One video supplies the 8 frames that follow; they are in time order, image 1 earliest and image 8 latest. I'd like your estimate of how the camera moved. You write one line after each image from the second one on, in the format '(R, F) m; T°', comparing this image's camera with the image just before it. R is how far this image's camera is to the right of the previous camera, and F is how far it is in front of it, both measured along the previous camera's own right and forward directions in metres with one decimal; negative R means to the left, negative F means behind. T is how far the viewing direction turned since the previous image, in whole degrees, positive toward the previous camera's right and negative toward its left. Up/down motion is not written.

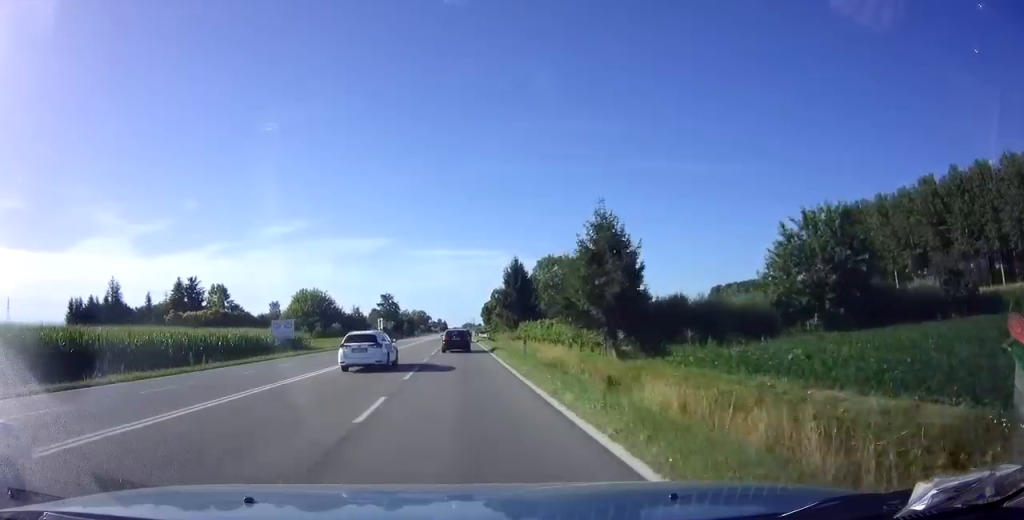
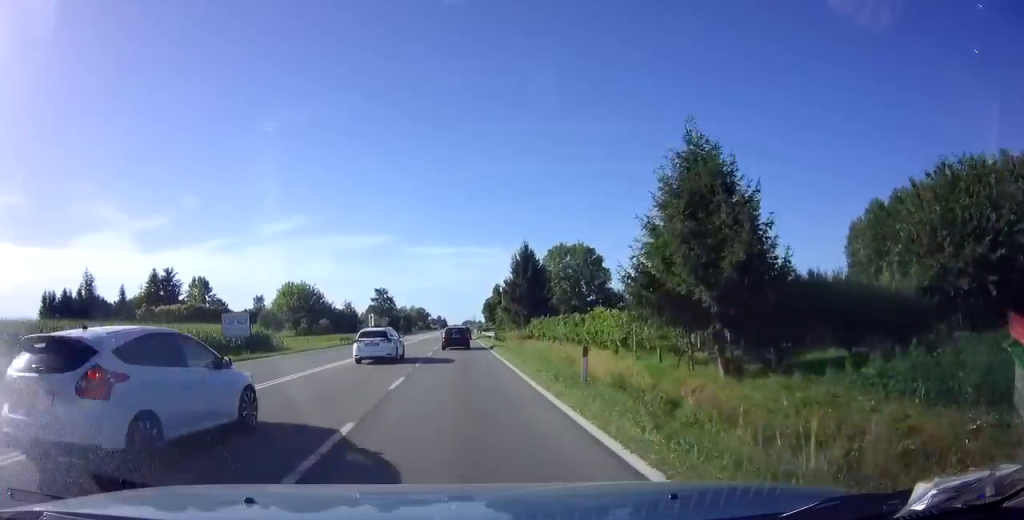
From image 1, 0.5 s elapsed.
(0.0, +10.8) m; 0°
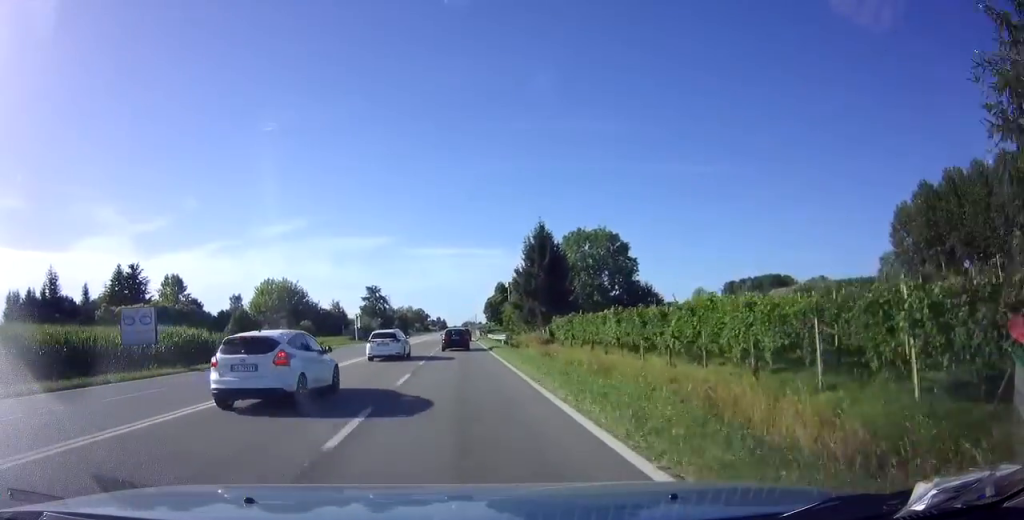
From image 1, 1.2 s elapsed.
(0.0, +12.8) m; 0°
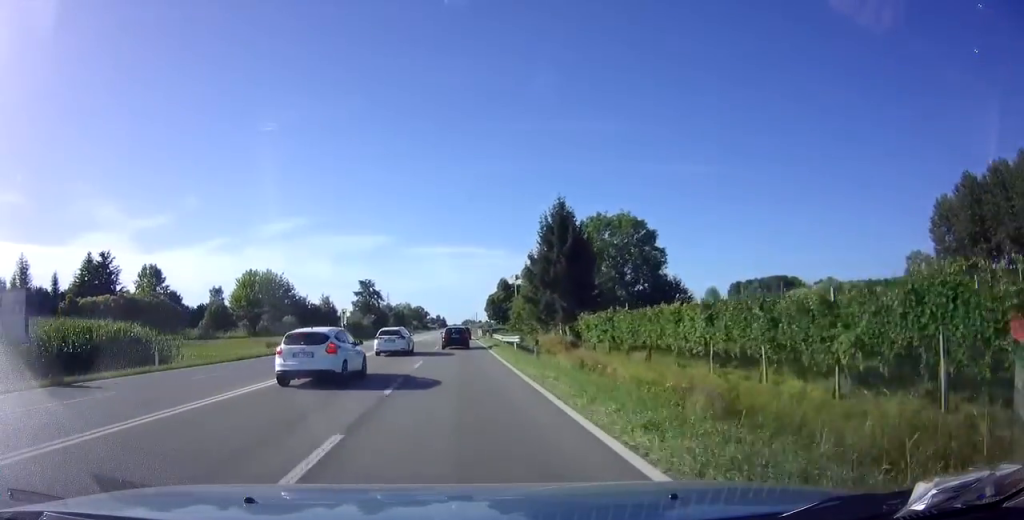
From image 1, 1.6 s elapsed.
(0.0, +9.4) m; 0°
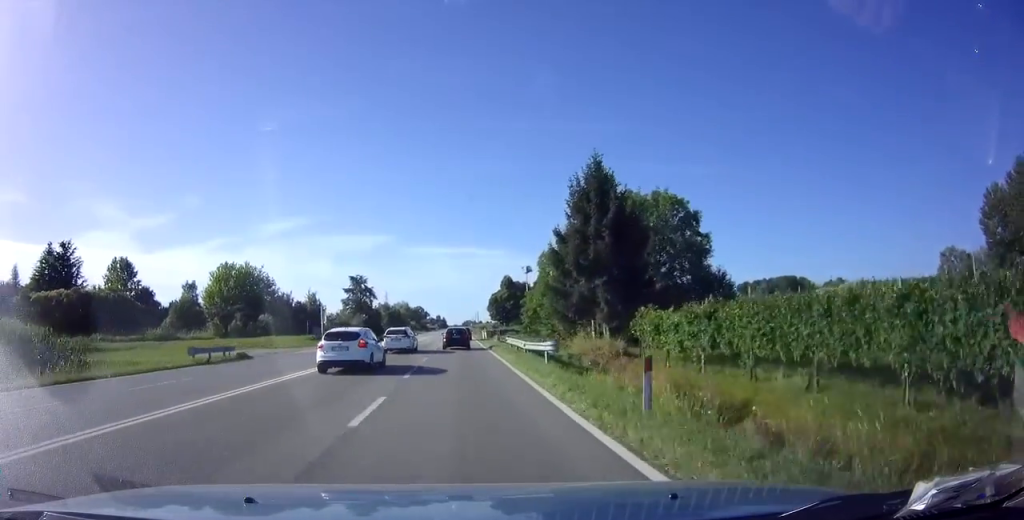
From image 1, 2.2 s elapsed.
(0.0, +10.8) m; 0°
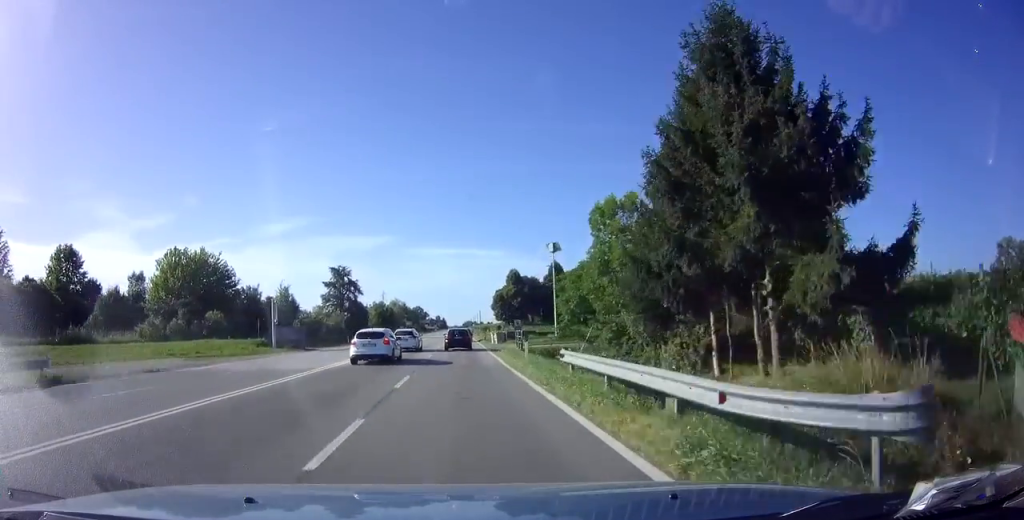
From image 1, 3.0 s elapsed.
(0.0, +17.2) m; 0°
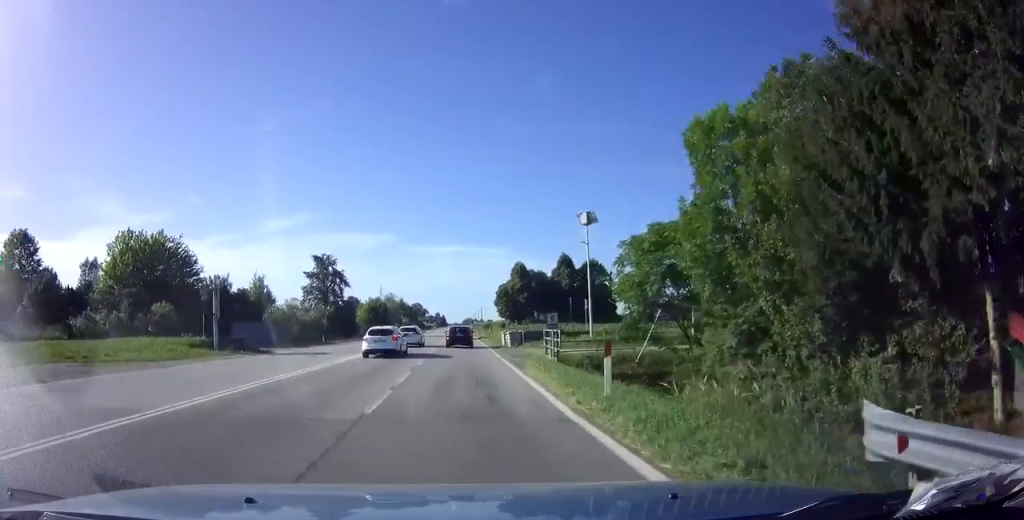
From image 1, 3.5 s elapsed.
(0.0, +11.2) m; 0°
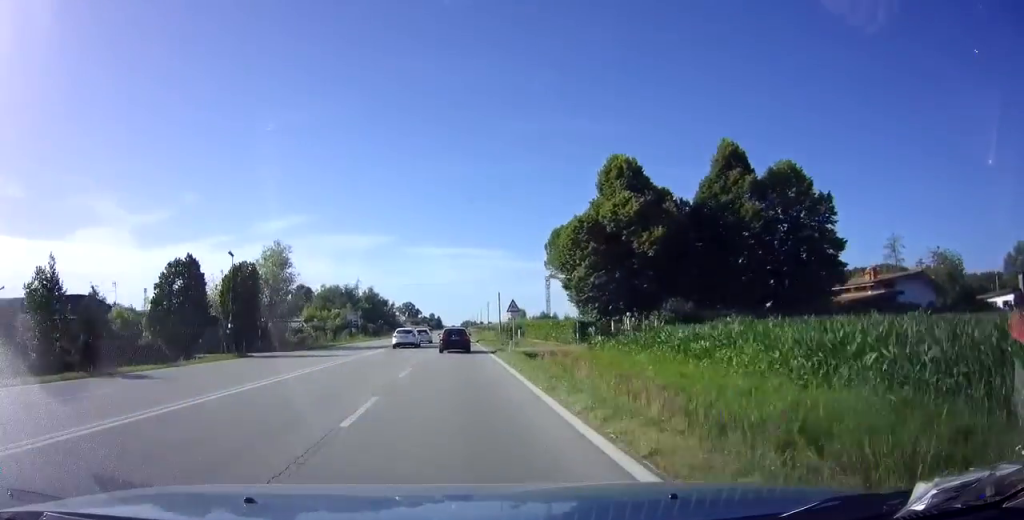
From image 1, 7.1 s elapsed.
(+0.2, +77.1) m; 0°
